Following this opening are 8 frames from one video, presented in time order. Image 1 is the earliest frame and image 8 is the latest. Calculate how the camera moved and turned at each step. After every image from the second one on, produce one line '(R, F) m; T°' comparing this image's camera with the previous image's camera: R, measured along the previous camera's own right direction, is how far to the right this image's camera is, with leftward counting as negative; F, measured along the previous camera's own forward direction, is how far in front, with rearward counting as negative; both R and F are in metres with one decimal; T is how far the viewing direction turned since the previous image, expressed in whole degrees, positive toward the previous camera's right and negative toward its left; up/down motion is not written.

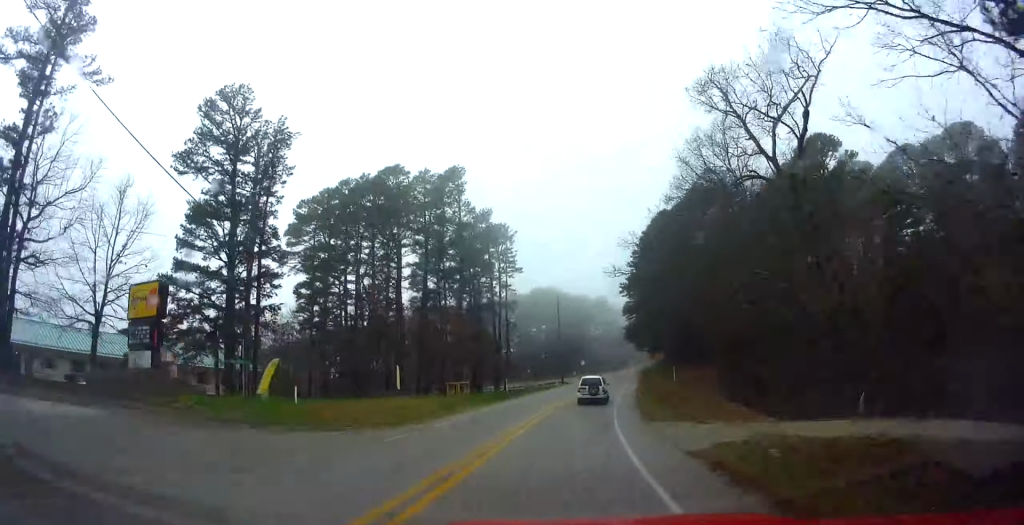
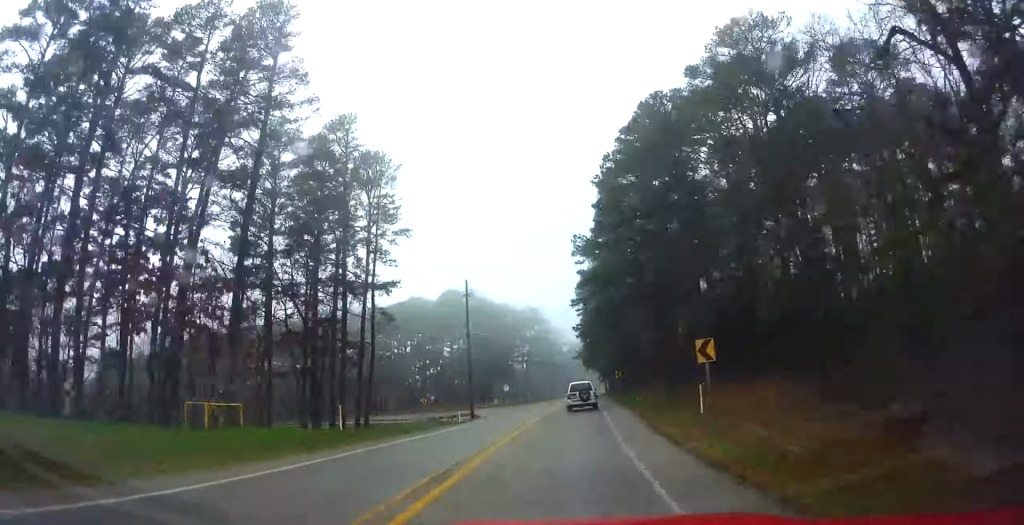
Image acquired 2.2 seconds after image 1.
(+1.7, +32.1) m; +7°
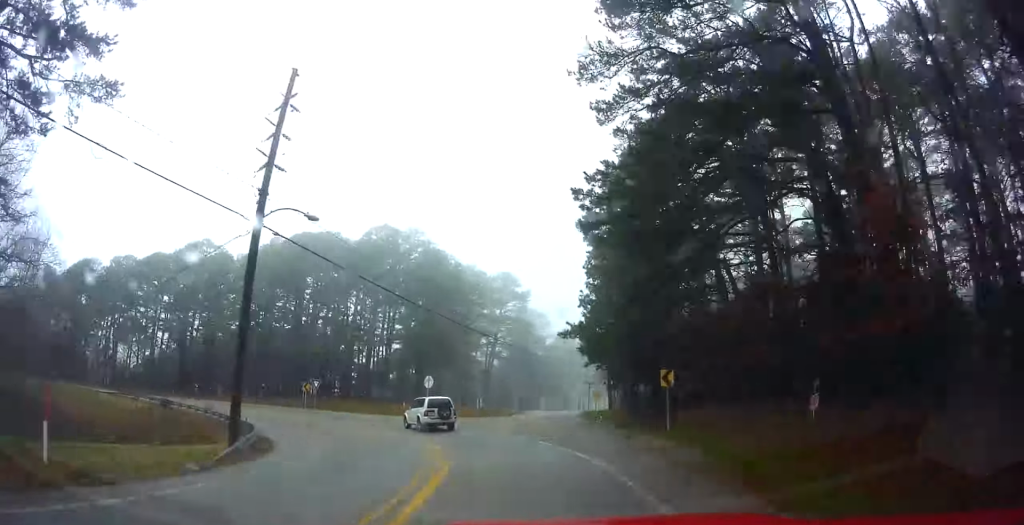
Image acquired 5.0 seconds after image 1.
(+3.6, +38.7) m; 0°
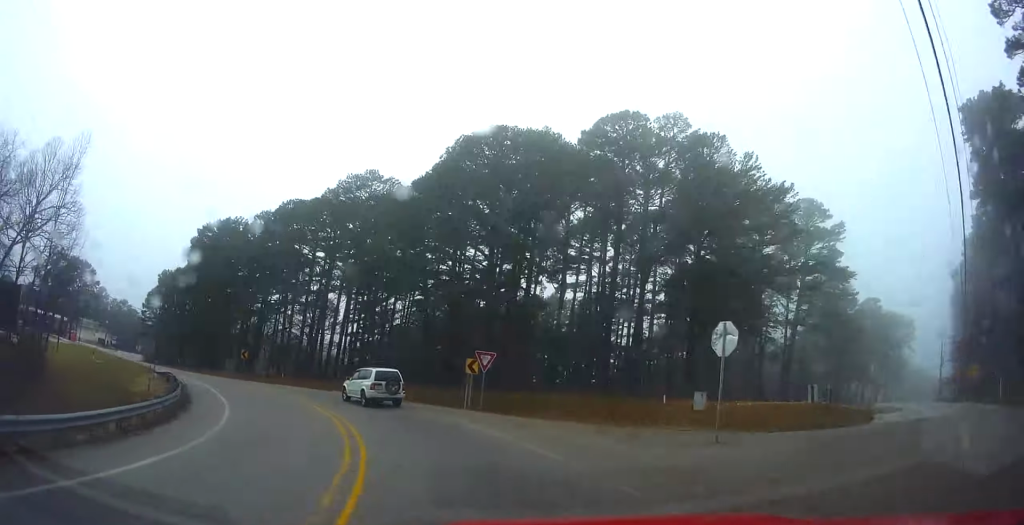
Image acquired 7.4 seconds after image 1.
(-2.2, +31.1) m; -18°
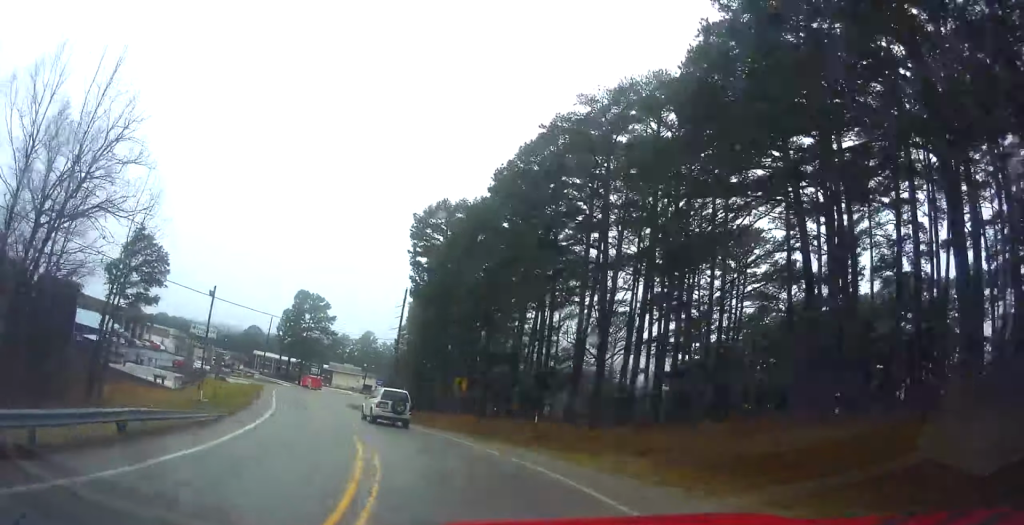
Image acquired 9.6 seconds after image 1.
(-4.7, +23.7) m; -25°
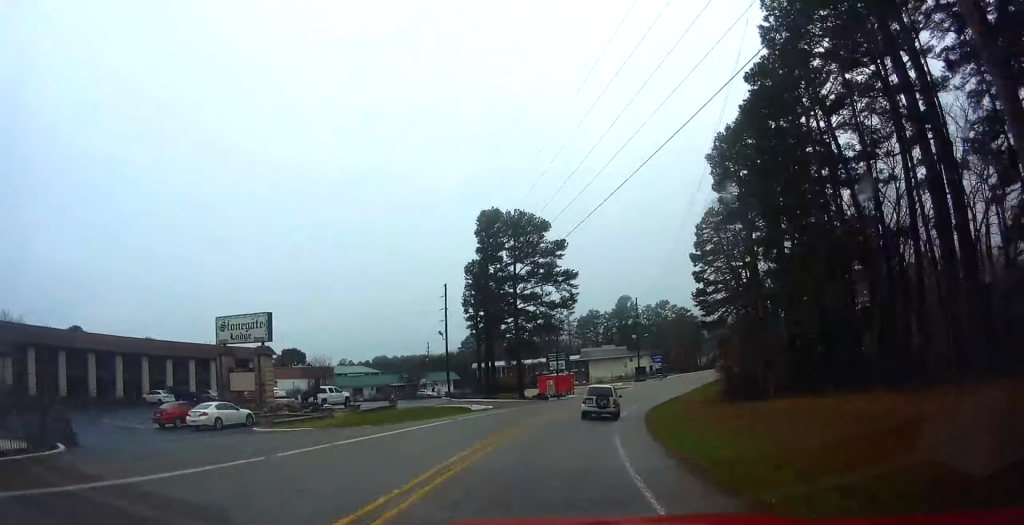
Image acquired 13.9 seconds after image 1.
(-21.6, +46.1) m; -32°
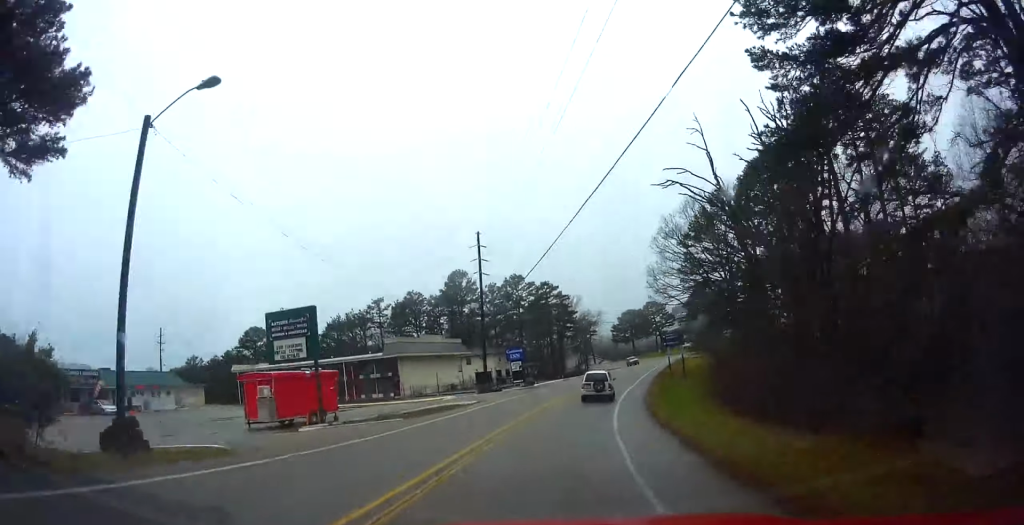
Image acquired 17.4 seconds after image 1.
(-1.2, +46.9) m; +5°
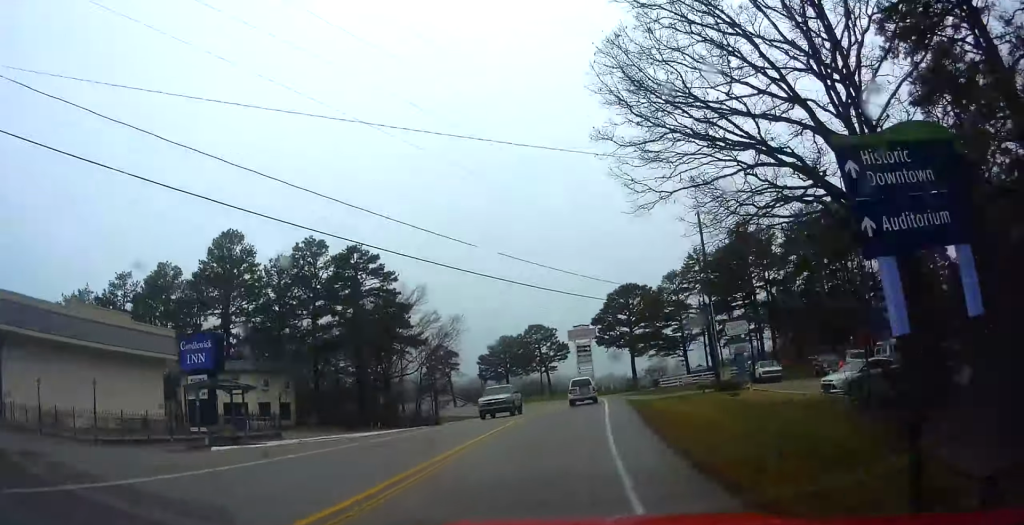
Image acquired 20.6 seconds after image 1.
(+5.6, +44.3) m; +13°
